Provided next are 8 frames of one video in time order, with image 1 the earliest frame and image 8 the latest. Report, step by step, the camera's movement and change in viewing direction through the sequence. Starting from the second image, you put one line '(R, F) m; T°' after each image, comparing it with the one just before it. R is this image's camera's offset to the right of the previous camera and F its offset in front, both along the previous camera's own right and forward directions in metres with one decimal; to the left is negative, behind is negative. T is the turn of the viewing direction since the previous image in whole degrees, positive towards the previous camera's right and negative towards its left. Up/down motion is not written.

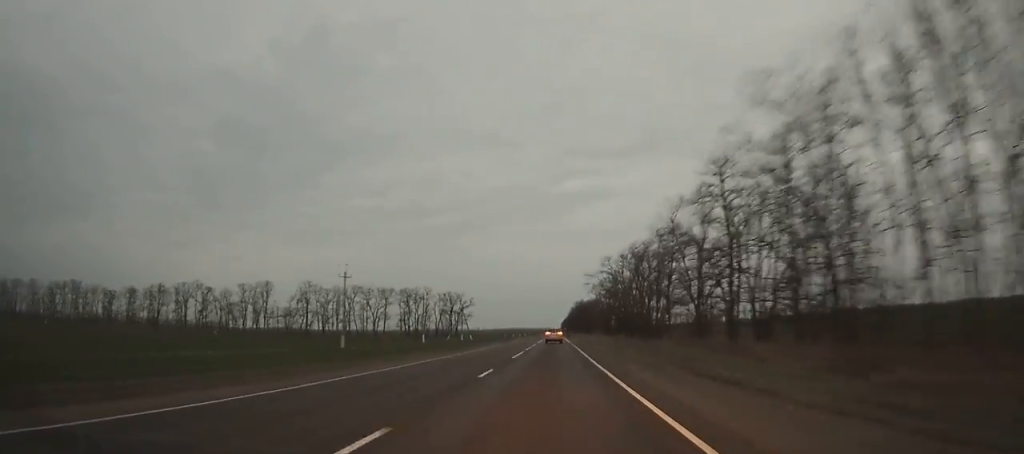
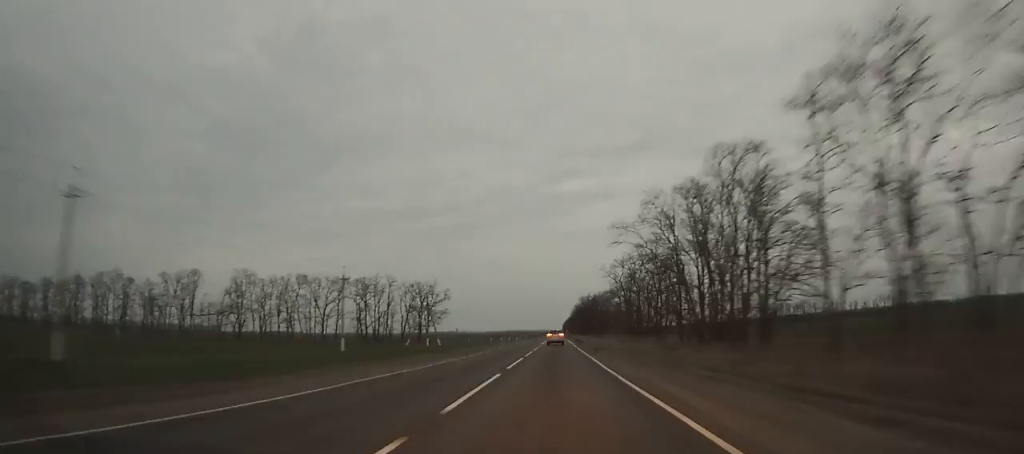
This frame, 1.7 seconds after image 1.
(0.0, +42.1) m; 0°
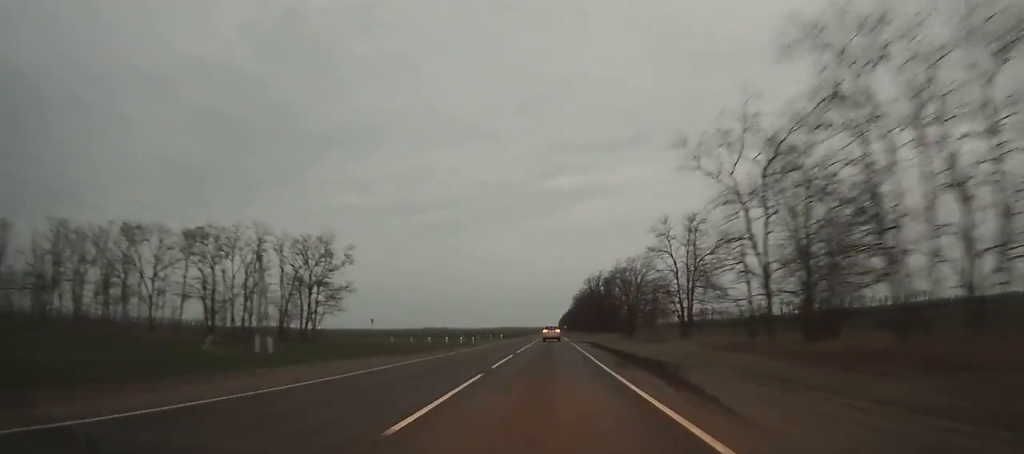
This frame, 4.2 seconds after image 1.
(+0.2, +62.2) m; 0°
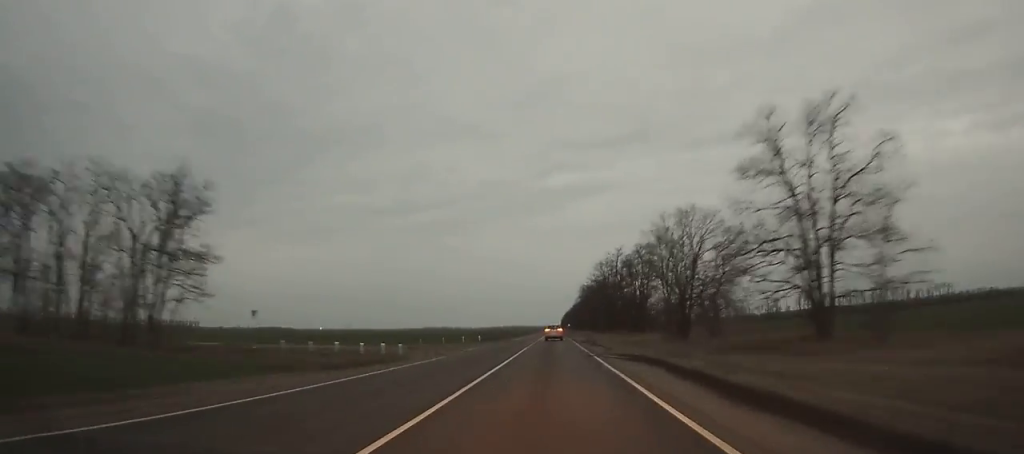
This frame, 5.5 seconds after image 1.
(0.0, +32.5) m; 0°
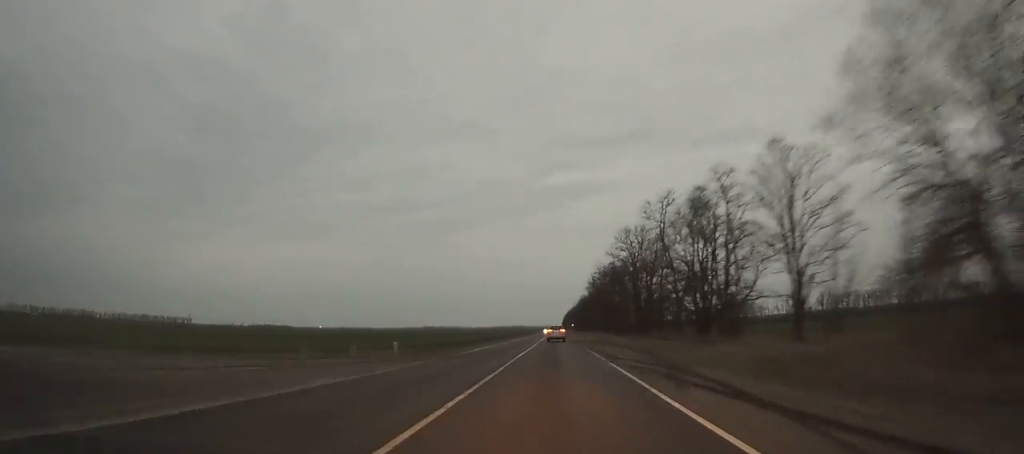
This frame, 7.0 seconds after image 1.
(0.0, +37.7) m; 0°
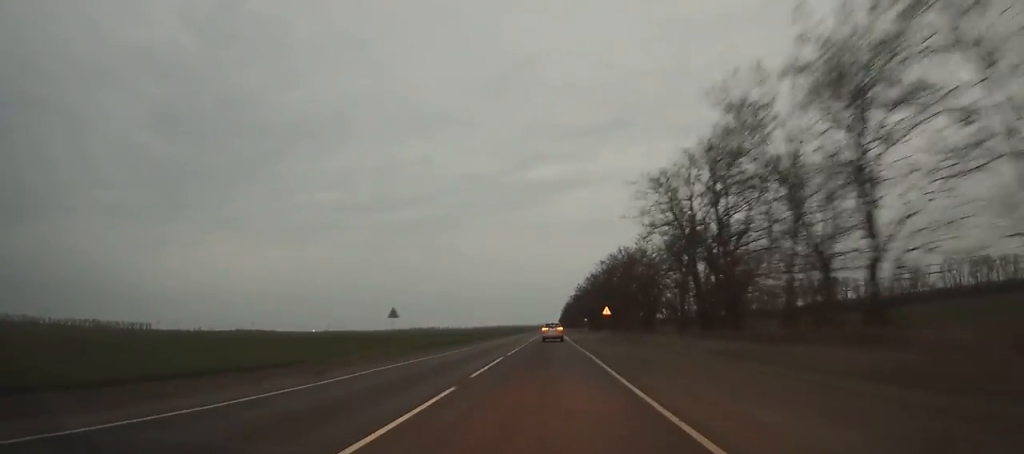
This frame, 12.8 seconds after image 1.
(-0.2, +146.6) m; 0°
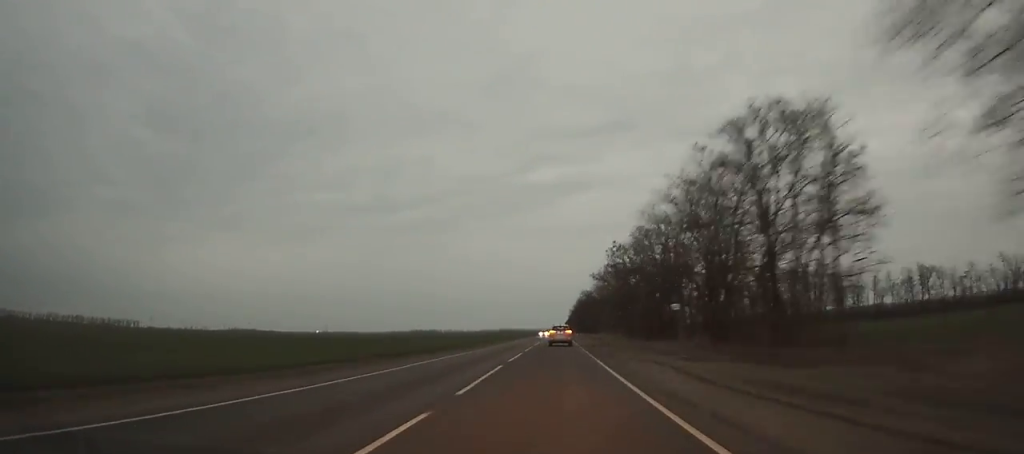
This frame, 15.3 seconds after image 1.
(-0.1, +63.4) m; 0°
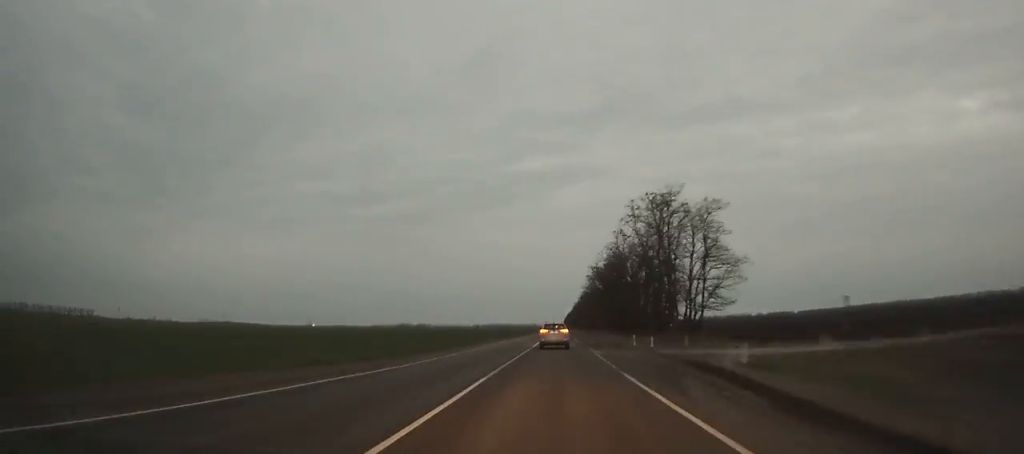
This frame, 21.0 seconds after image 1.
(+0.2, +144.1) m; 0°
